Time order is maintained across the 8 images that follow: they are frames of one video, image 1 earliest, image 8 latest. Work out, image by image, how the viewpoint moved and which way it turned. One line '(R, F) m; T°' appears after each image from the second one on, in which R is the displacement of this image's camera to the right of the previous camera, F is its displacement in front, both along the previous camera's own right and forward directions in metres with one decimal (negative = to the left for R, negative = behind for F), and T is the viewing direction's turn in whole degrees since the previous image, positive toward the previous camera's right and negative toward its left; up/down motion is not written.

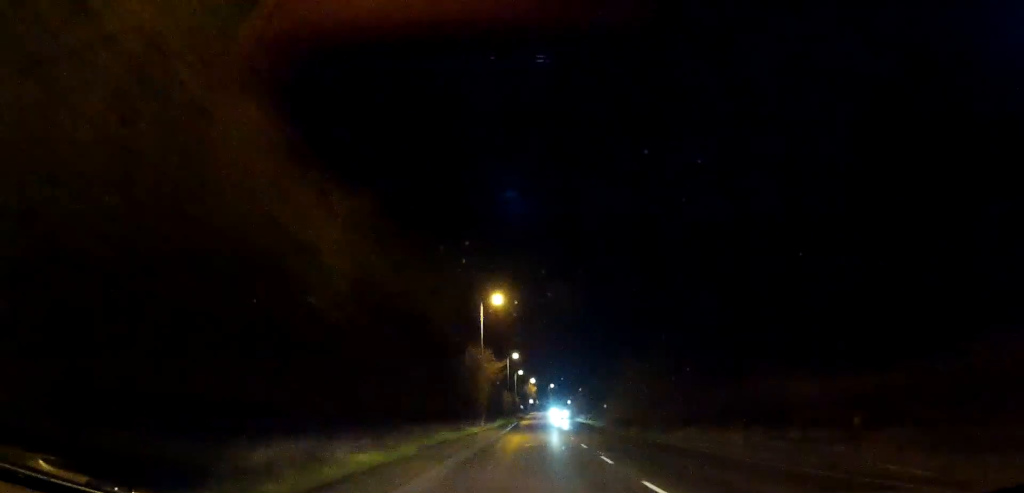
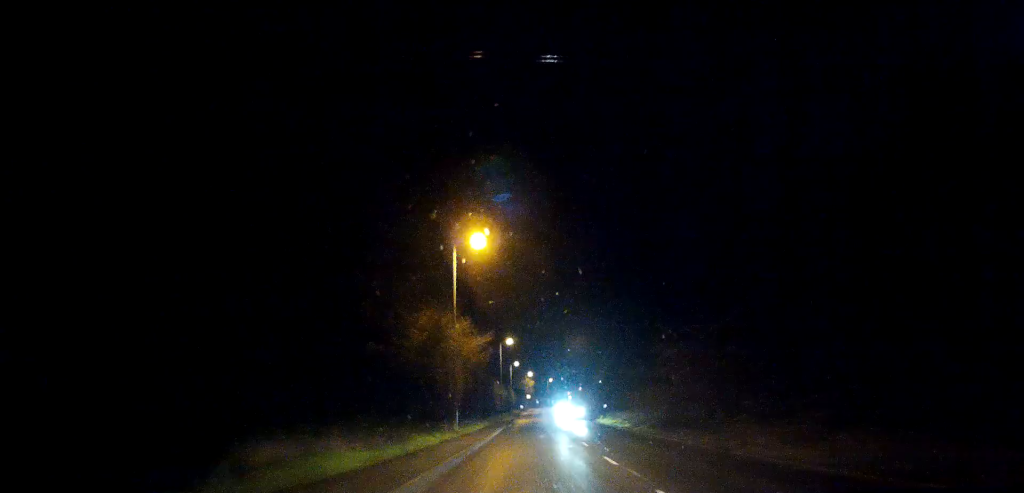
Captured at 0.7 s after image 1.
(+0.1, +13.4) m; 0°
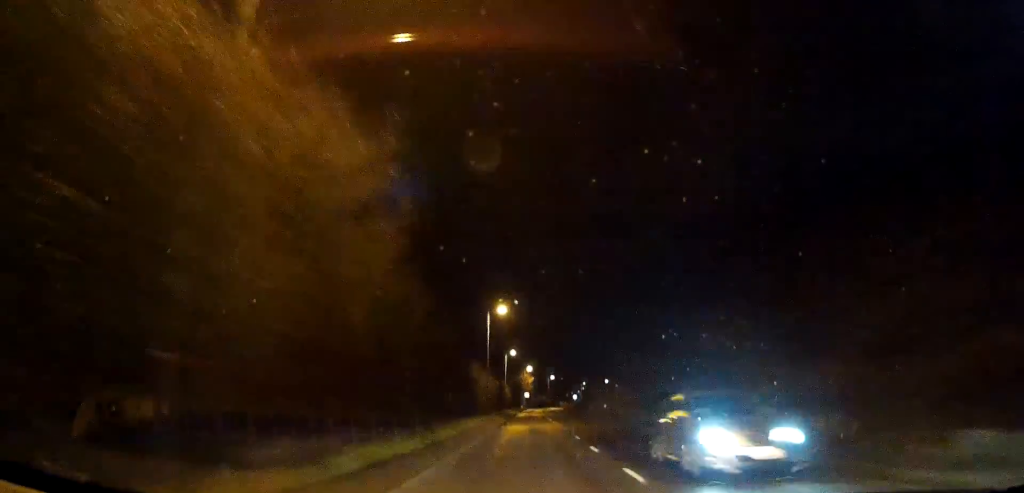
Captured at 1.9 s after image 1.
(0.0, +21.6) m; -1°
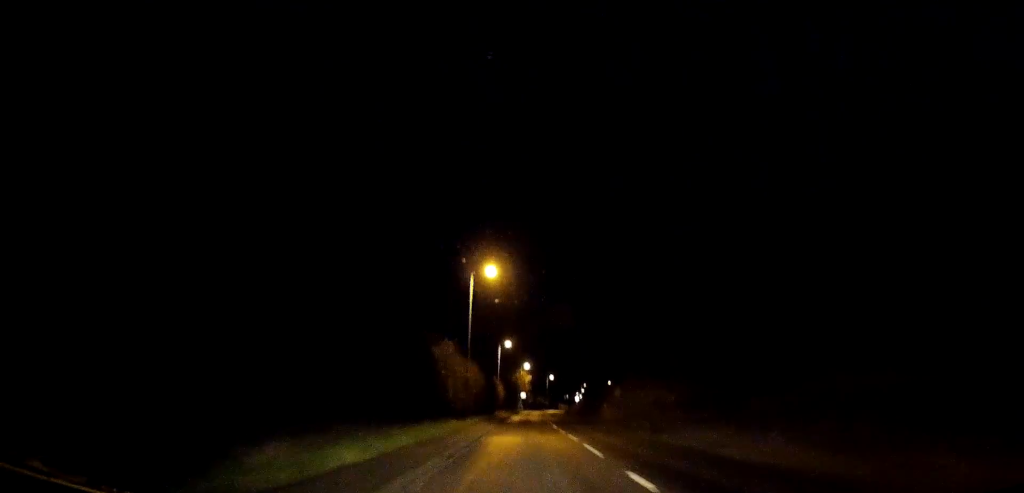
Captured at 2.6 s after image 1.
(-0.2, +13.7) m; 0°
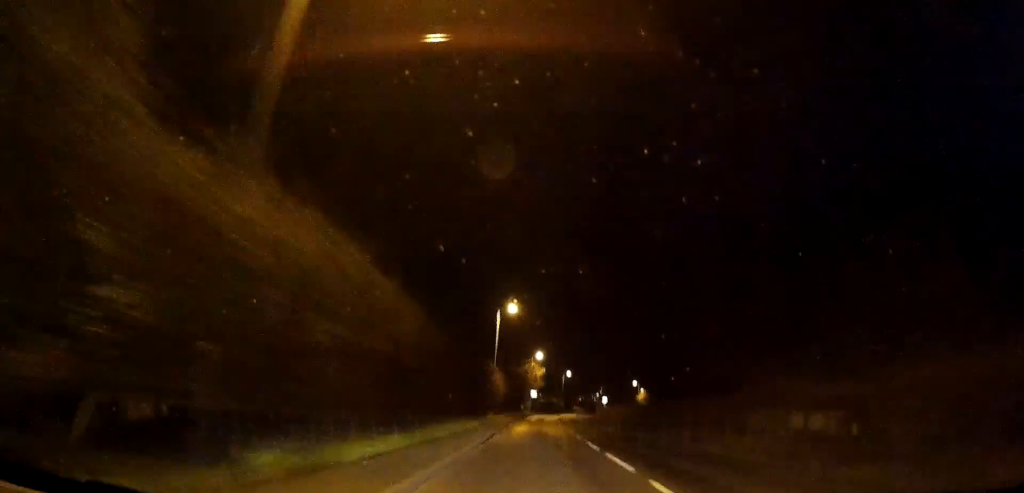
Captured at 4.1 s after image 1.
(+0.1, +28.0) m; +1°
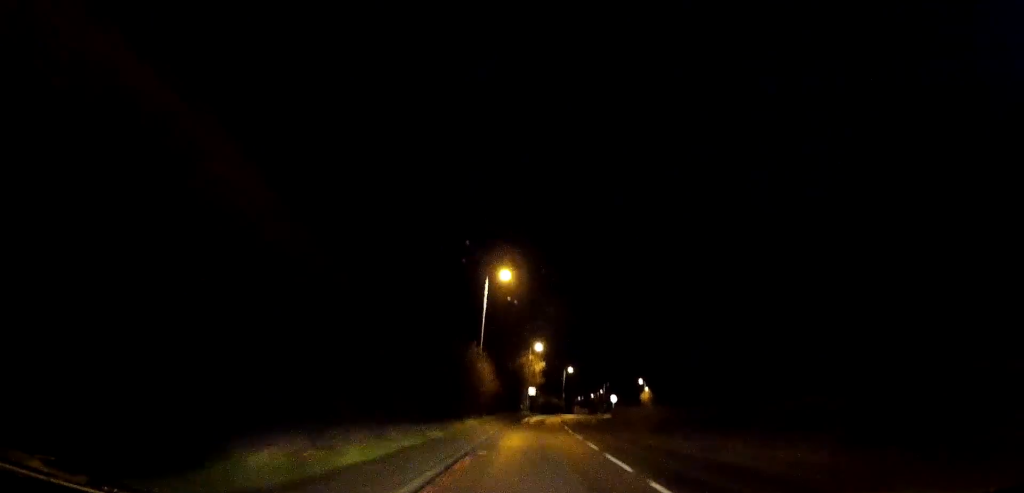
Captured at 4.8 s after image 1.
(+0.1, +11.7) m; +1°
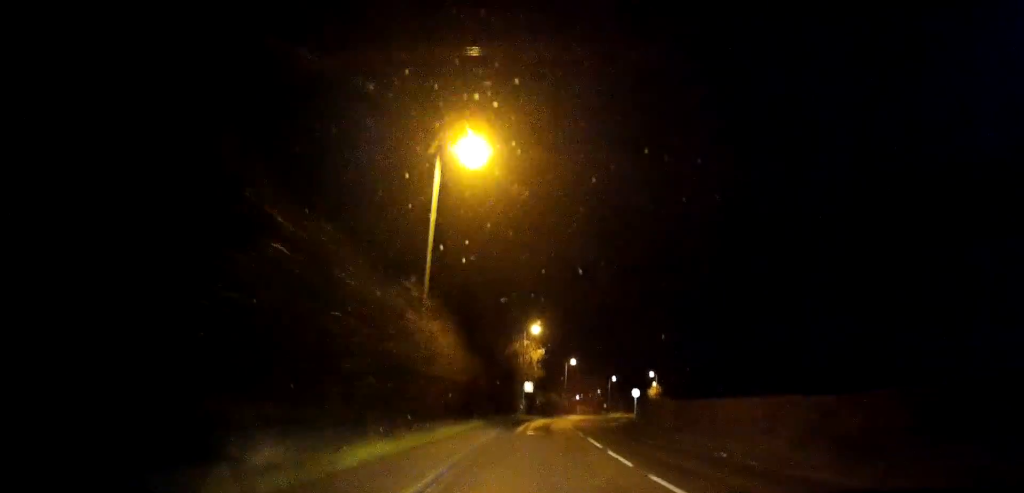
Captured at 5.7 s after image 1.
(+0.1, +17.5) m; +1°
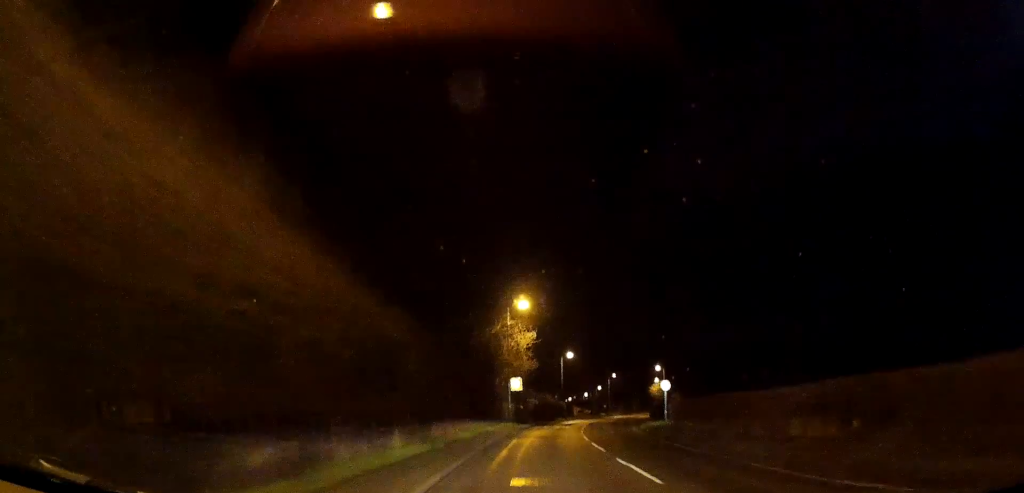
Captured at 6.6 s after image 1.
(+0.1, +16.1) m; +1°
